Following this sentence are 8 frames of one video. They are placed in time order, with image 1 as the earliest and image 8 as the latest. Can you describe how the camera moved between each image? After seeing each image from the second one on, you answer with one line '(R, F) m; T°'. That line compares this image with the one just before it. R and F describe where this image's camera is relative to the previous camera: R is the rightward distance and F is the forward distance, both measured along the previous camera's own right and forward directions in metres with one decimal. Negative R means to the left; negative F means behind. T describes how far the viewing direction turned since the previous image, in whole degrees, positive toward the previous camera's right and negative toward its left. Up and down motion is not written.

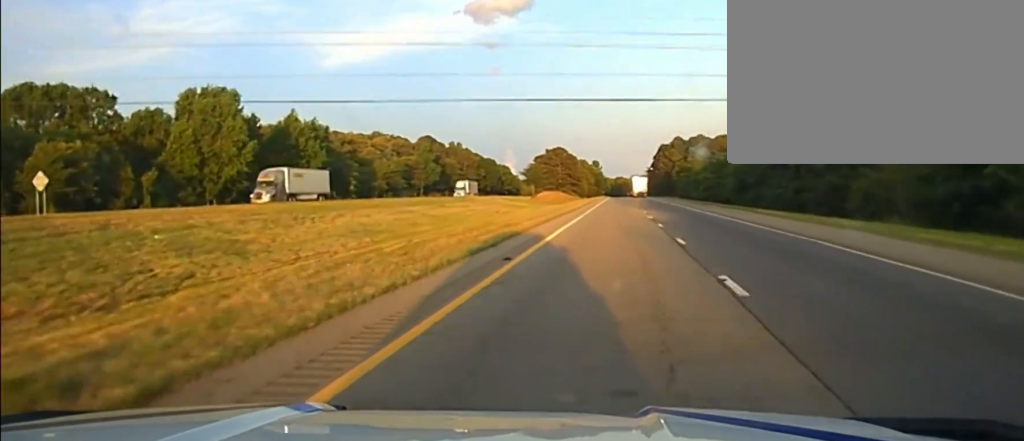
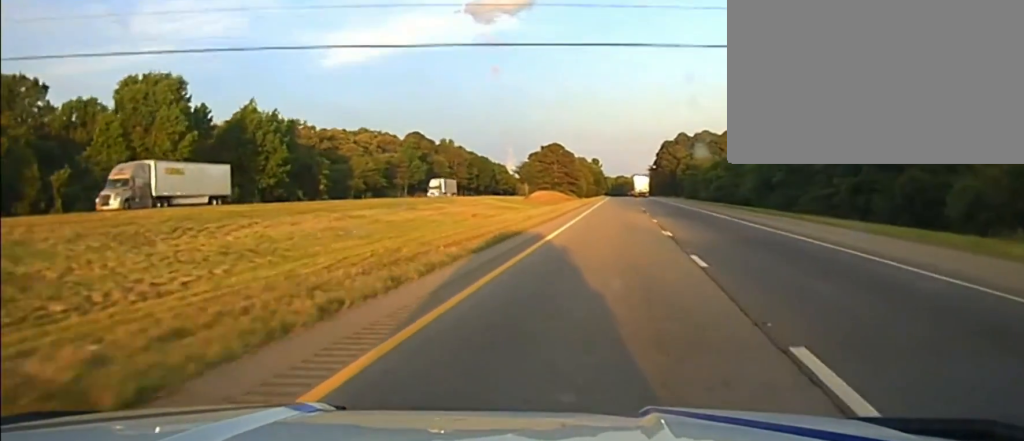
(-0.1, +17.4) m; 0°
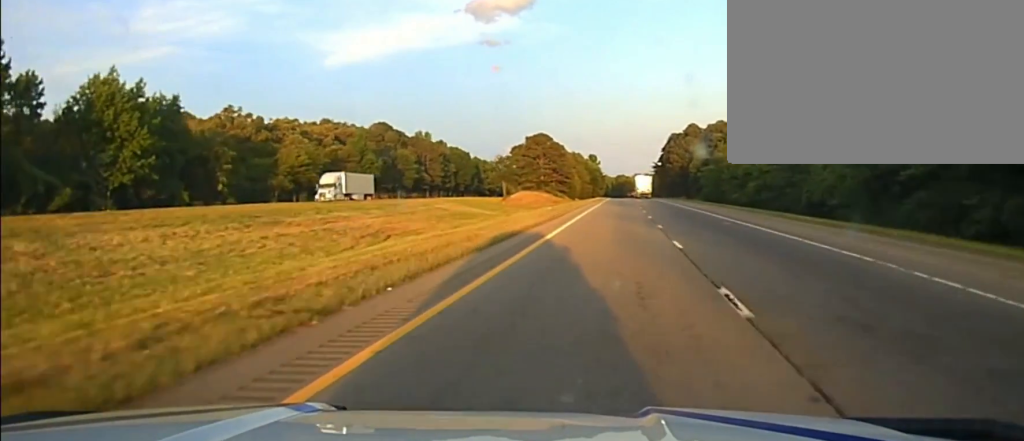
(+0.3, +41.9) m; 0°
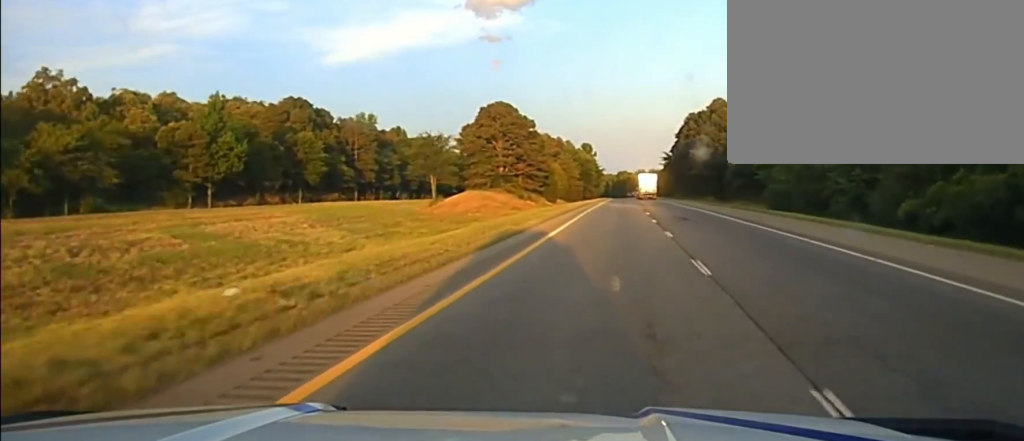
(0.0, +69.0) m; 0°
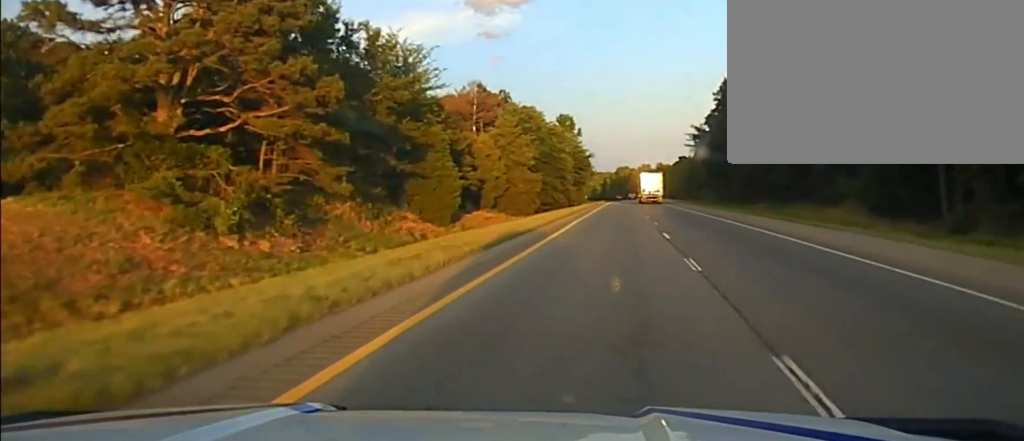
(+0.3, +94.1) m; 0°
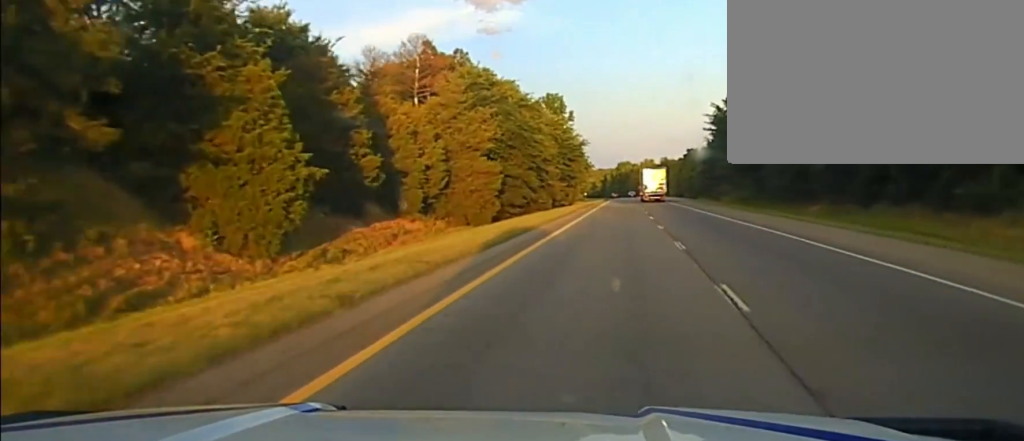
(-0.2, +29.9) m; -1°
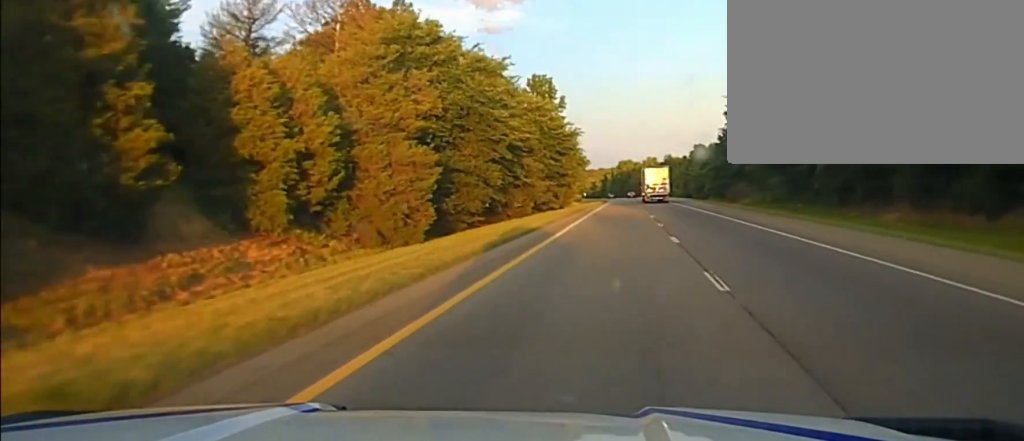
(-0.2, +21.4) m; 0°
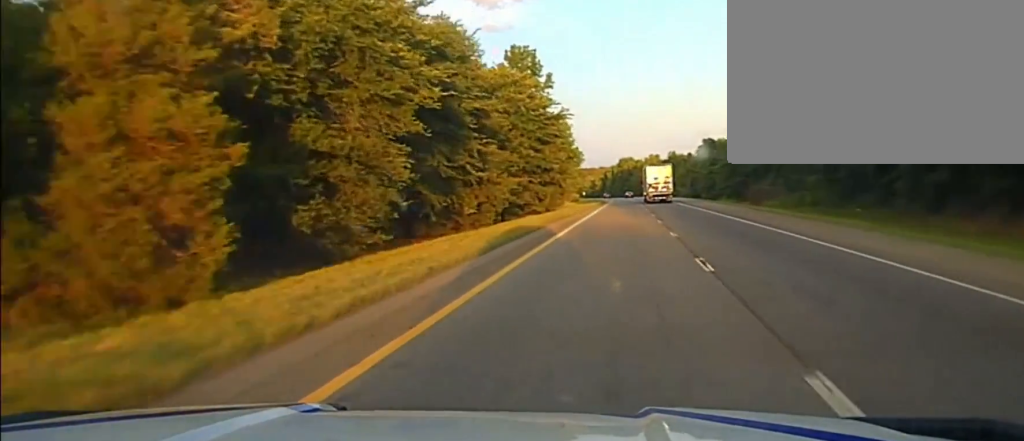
(0.0, +21.3) m; 0°
